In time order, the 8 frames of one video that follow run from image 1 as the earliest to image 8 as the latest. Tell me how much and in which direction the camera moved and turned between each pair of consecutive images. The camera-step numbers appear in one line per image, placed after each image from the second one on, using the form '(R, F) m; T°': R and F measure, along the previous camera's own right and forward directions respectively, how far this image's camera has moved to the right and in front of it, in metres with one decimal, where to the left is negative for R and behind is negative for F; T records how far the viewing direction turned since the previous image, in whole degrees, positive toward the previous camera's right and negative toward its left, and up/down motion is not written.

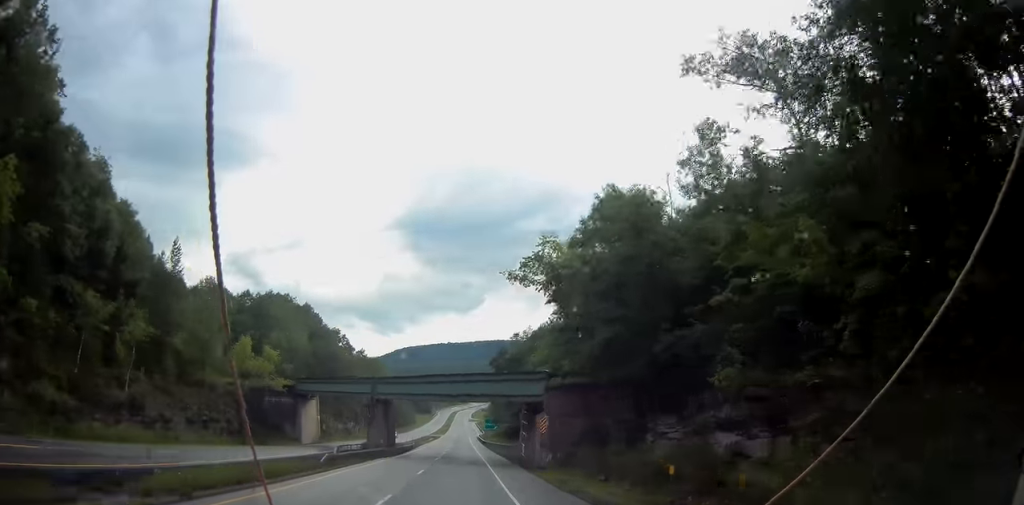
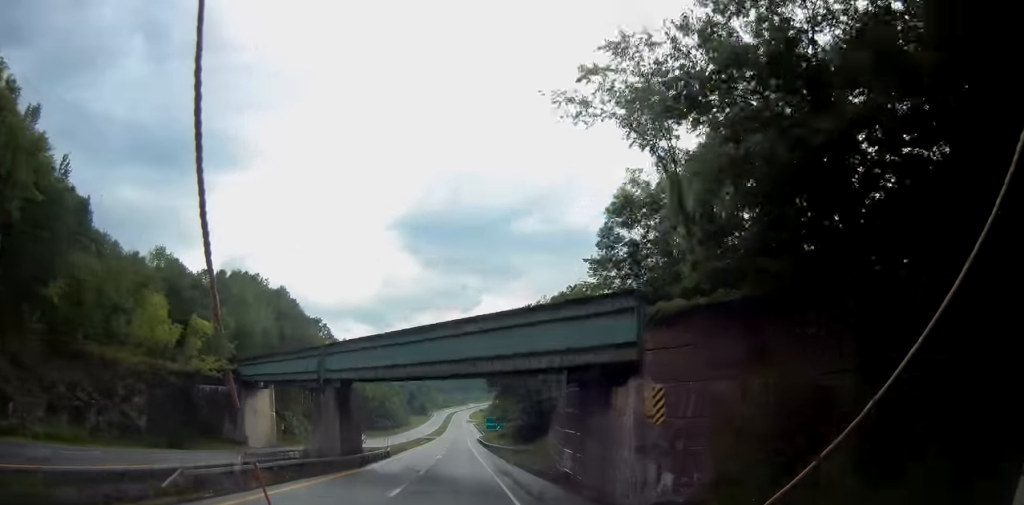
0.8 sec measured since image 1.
(0.0, +21.1) m; +1°
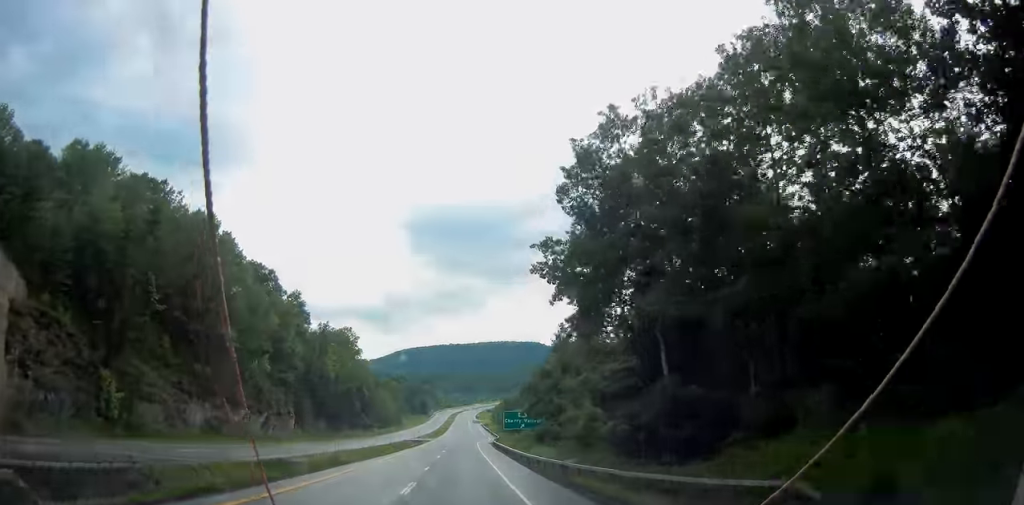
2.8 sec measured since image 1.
(+0.3, +49.9) m; +1°
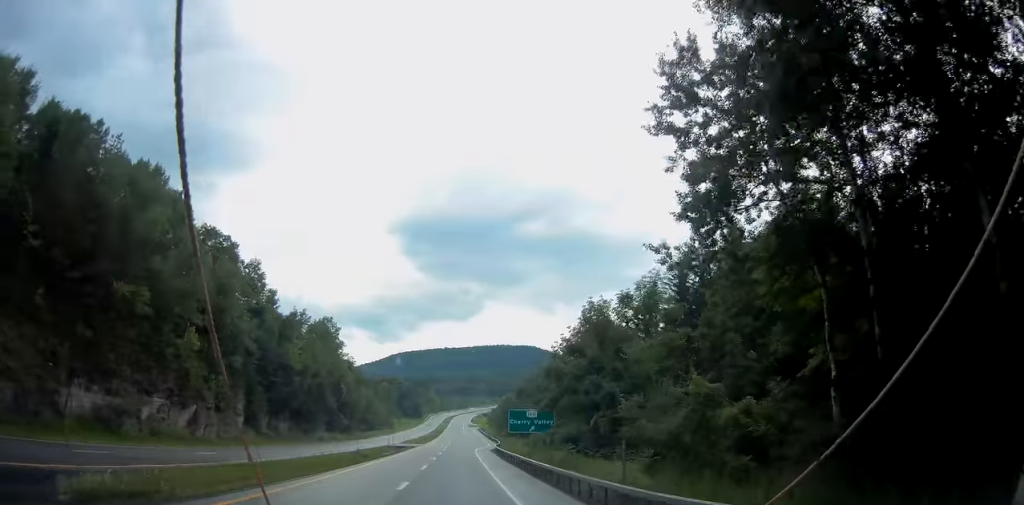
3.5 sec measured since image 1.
(+0.4, +20.2) m; 0°
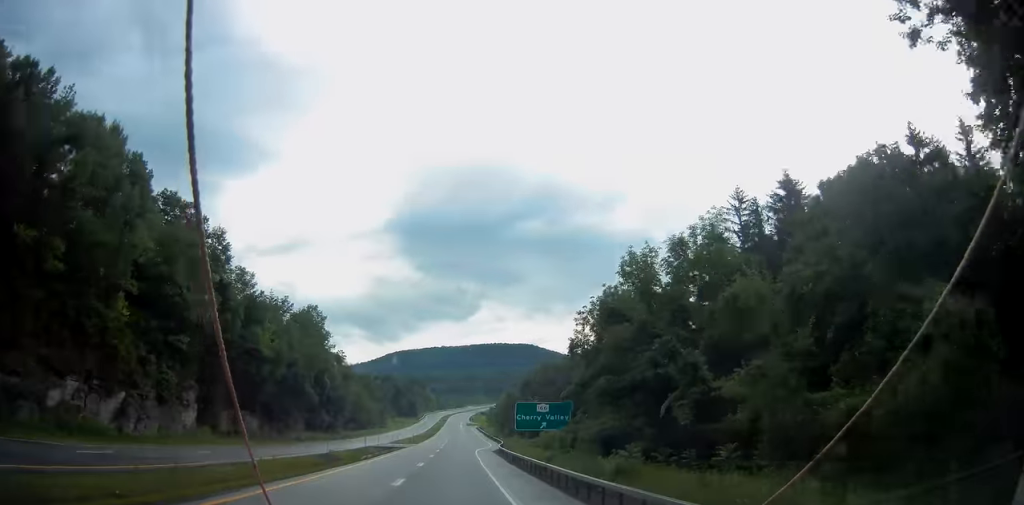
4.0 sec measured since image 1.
(-0.2, +13.0) m; 0°
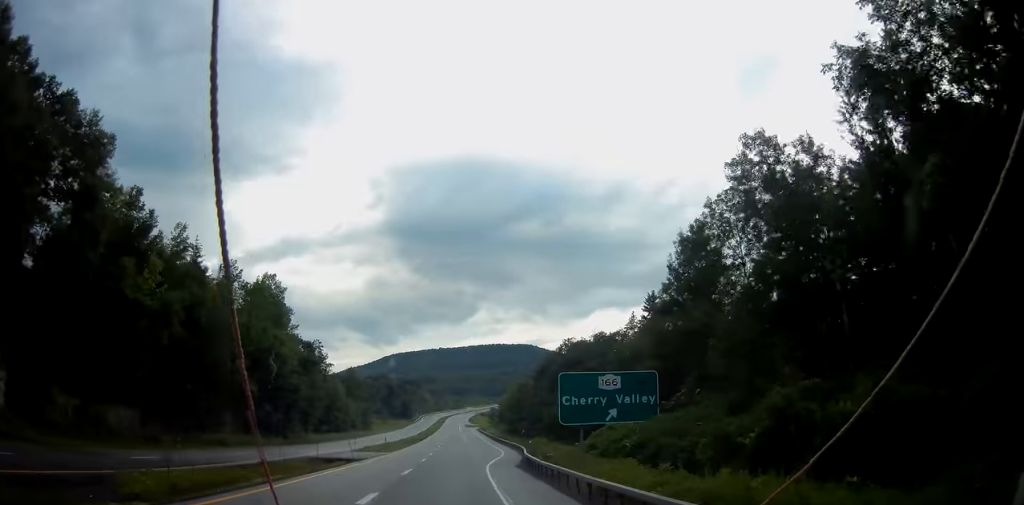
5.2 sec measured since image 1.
(-0.4, +30.2) m; -1°
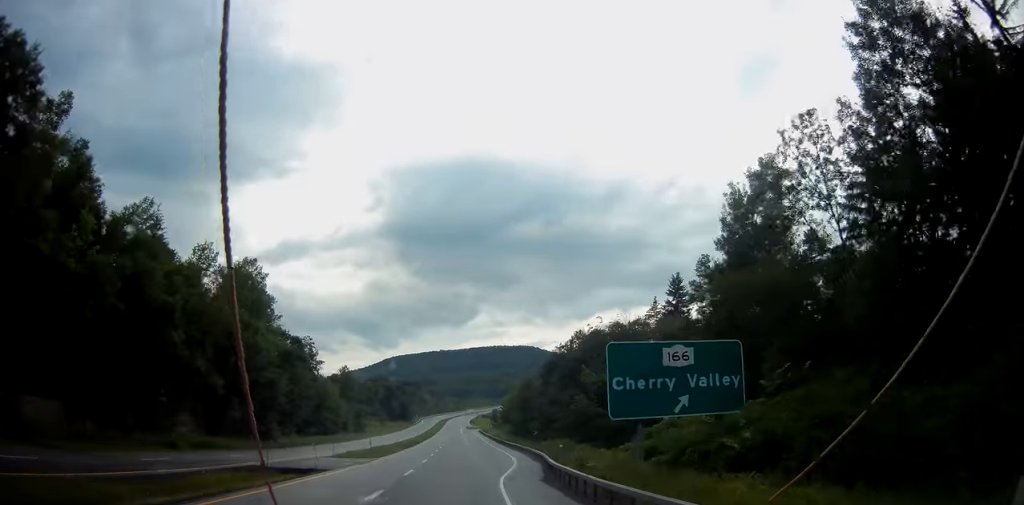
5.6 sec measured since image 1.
(0.0, +11.2) m; 0°
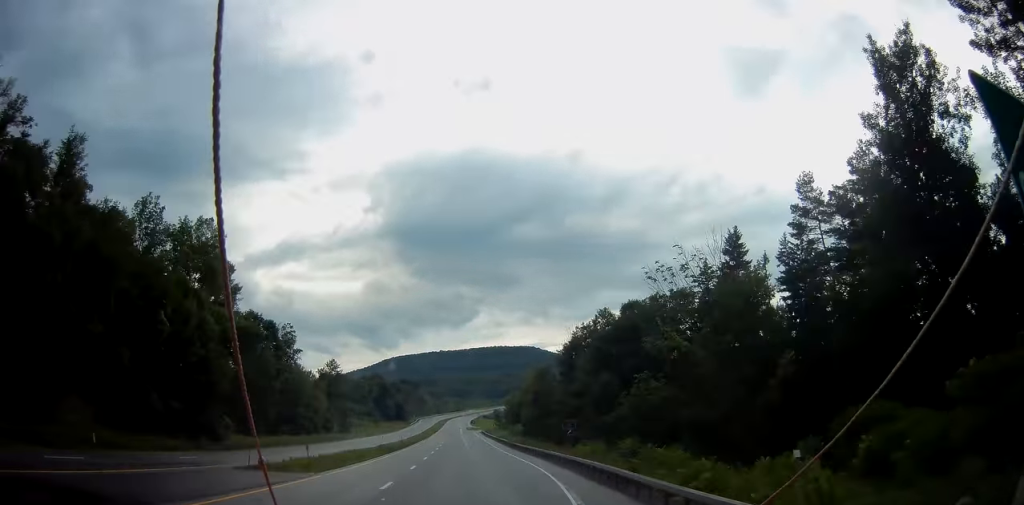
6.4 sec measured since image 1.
(0.0, +19.1) m; 0°
